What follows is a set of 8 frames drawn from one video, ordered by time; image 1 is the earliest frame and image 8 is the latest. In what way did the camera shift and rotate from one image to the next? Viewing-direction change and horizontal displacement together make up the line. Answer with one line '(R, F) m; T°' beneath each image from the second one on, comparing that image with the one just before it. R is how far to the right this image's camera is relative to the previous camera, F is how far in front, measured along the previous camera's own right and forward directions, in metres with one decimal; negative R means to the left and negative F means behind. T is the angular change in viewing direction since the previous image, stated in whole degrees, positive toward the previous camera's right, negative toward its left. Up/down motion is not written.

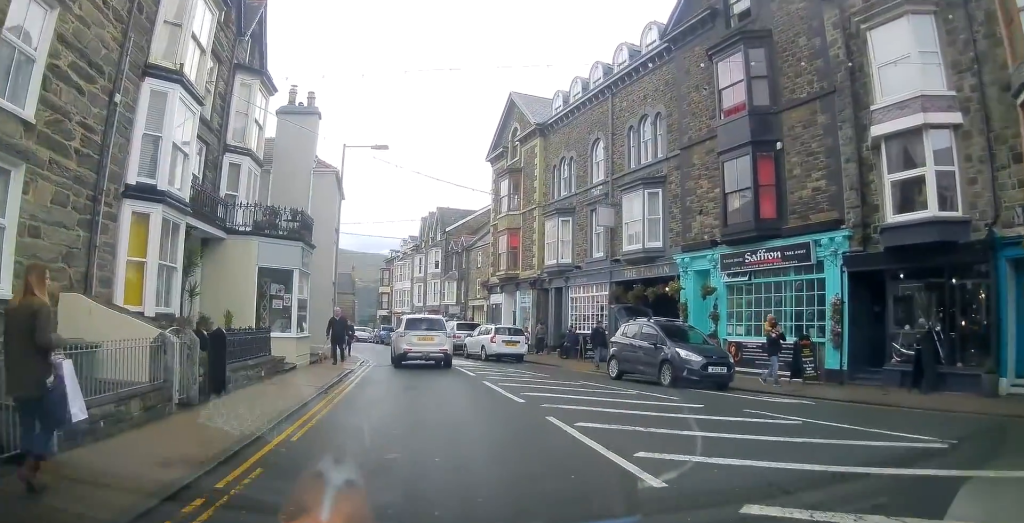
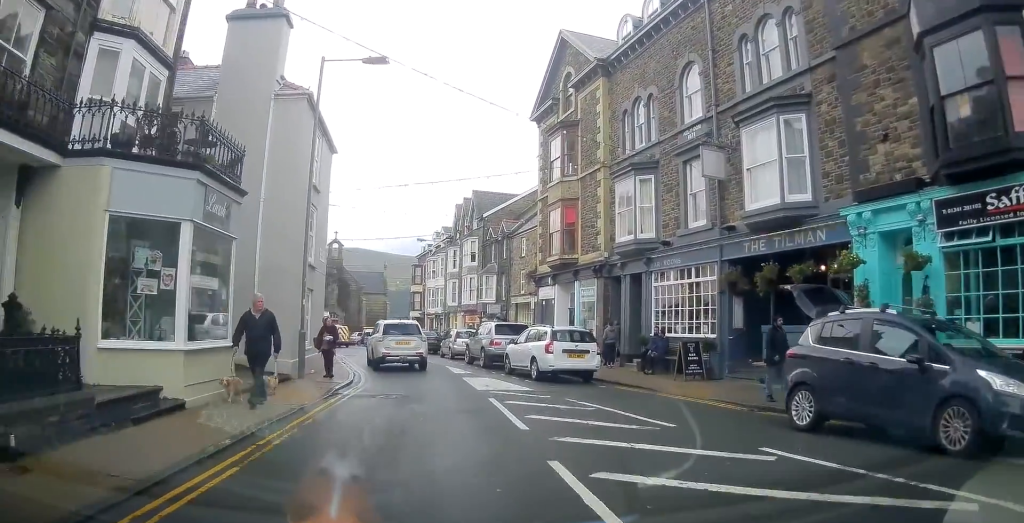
(-0.2, +9.1) m; -2°
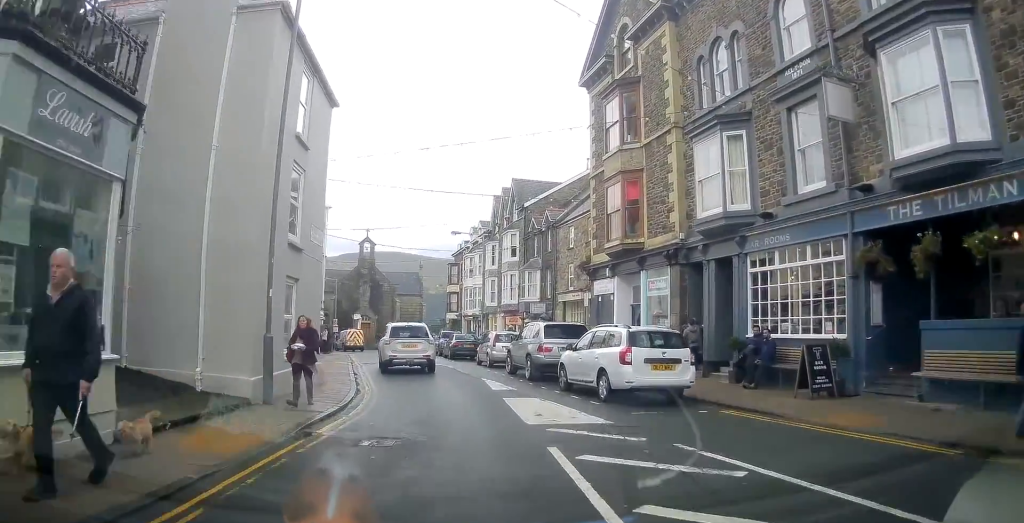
(0.0, +5.0) m; -2°
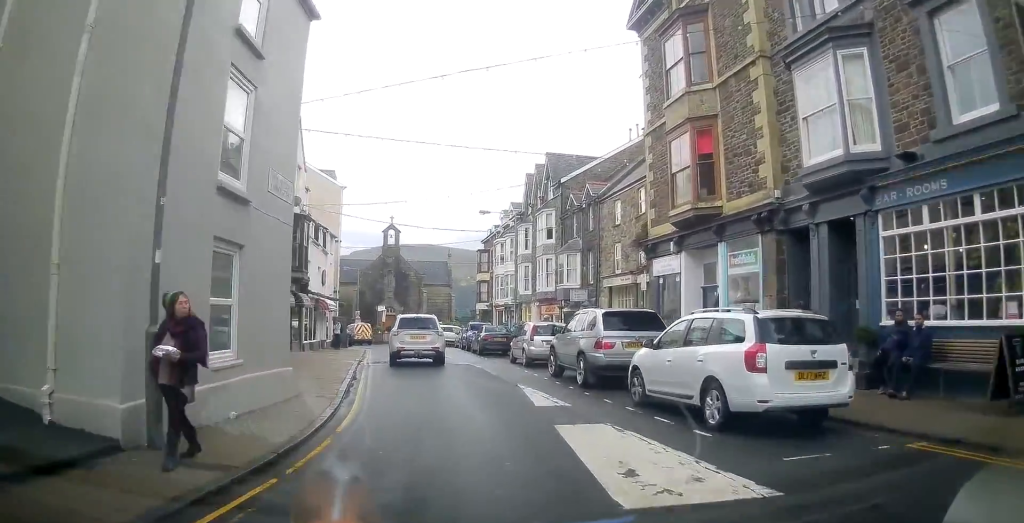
(-0.1, +4.8) m; -2°
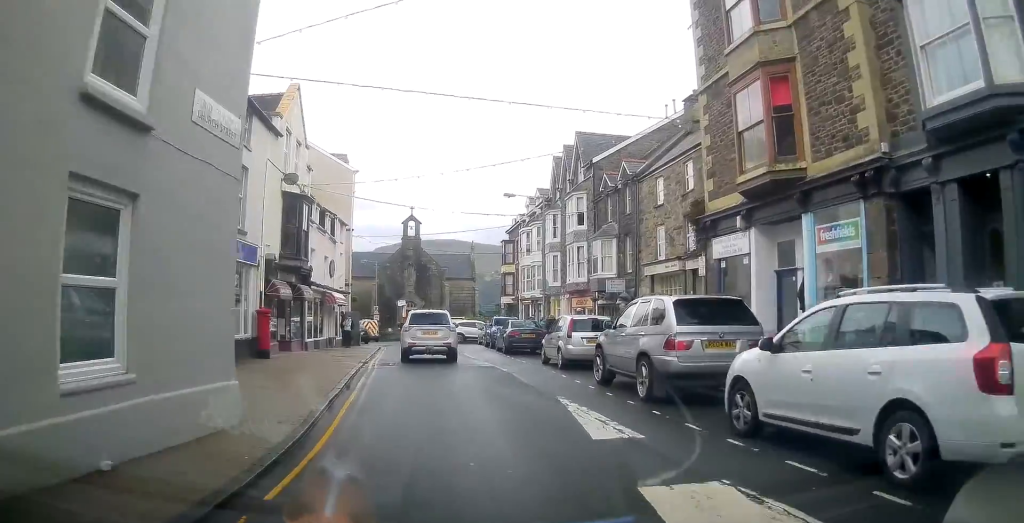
(-0.1, +3.6) m; -2°
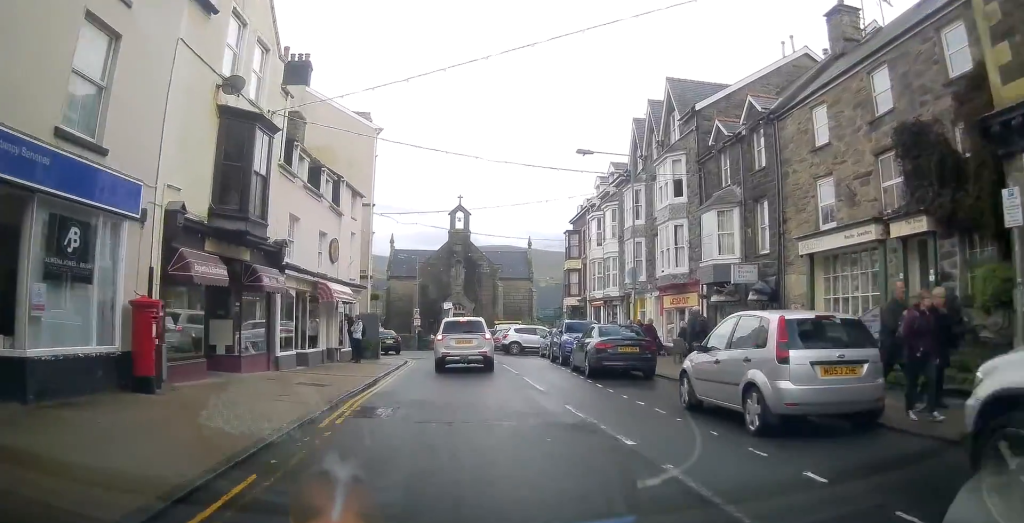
(-0.5, +10.2) m; -6°
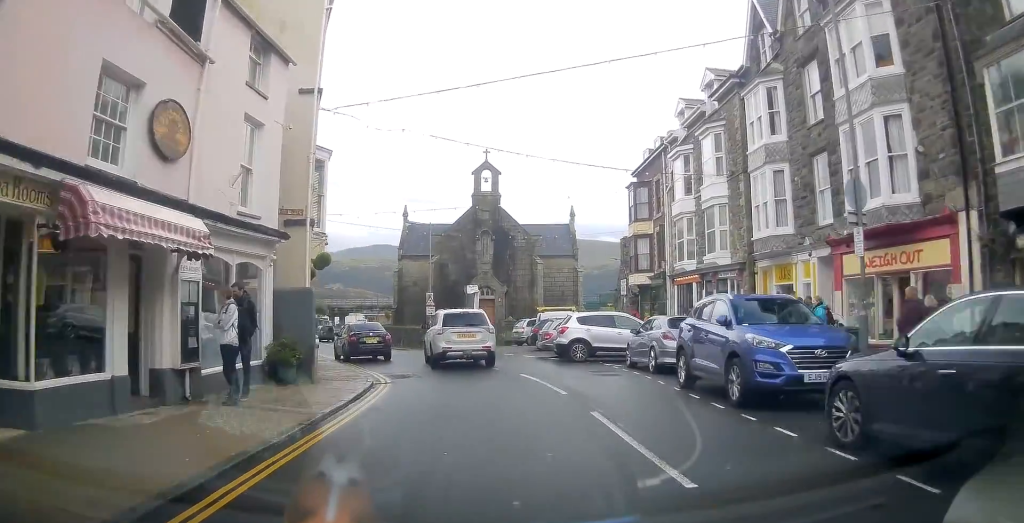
(-0.6, +13.7) m; -2°
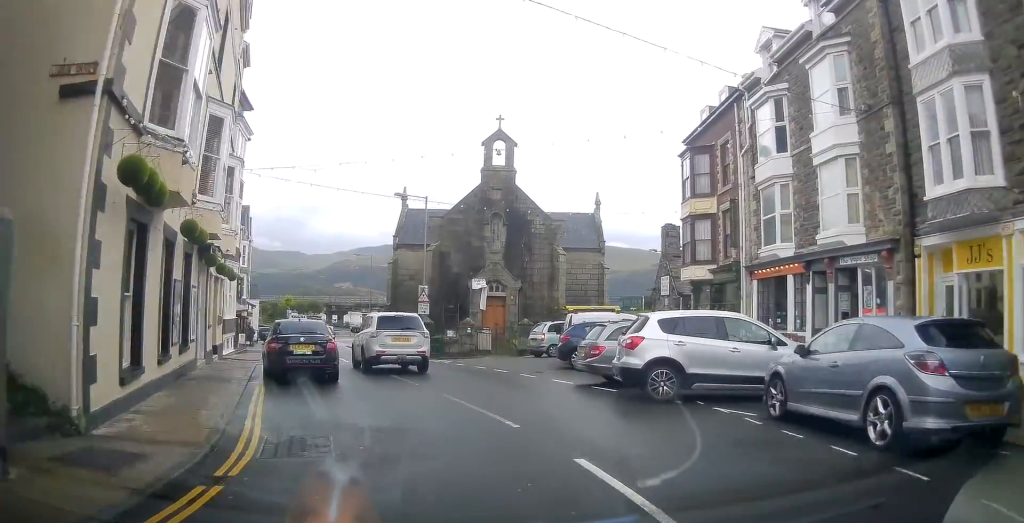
(0.0, +8.7) m; -3°
